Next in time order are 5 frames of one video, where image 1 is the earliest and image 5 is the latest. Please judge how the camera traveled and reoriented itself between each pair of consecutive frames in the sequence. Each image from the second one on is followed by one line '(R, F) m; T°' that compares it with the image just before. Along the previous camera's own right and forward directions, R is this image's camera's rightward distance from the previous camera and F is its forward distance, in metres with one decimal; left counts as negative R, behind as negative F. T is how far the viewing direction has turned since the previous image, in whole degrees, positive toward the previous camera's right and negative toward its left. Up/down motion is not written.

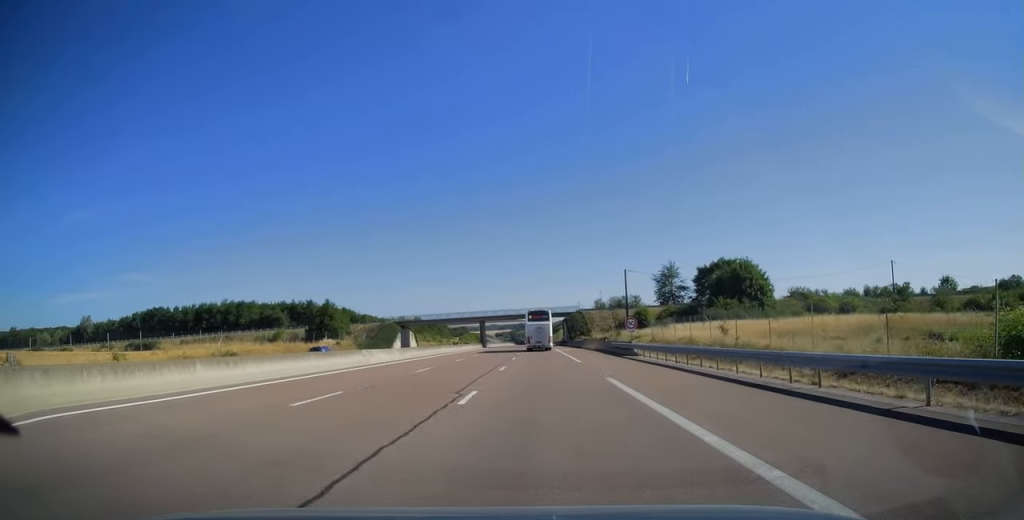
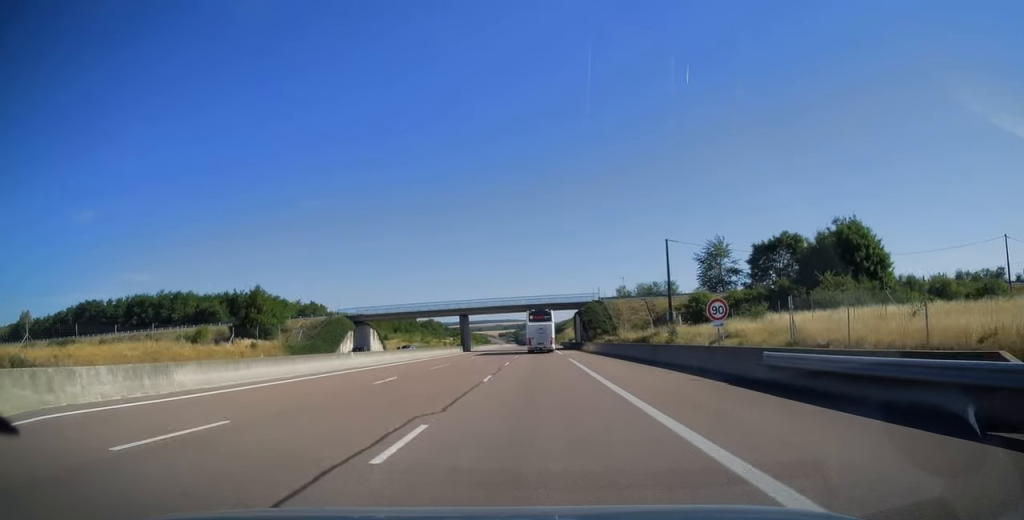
(-0.1, +31.5) m; 0°
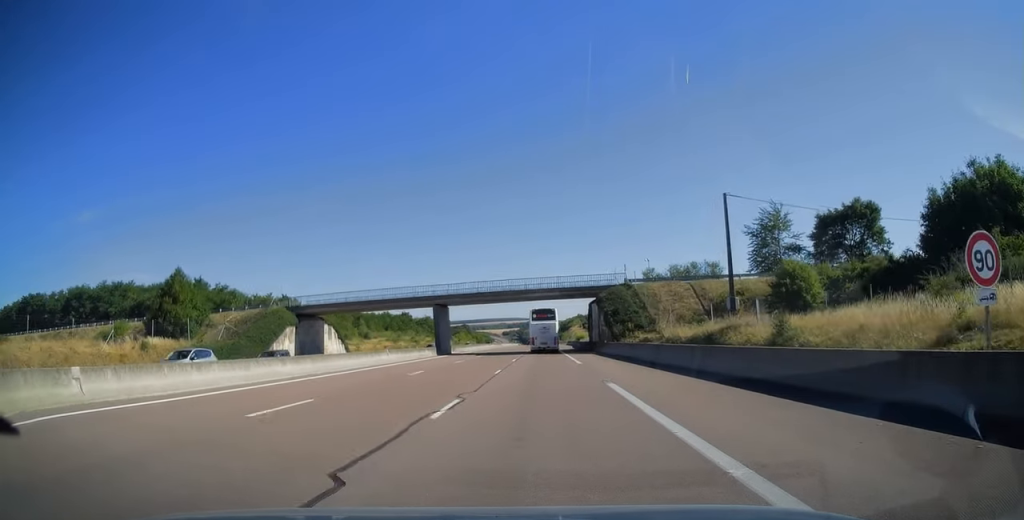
(-0.1, +21.9) m; 0°
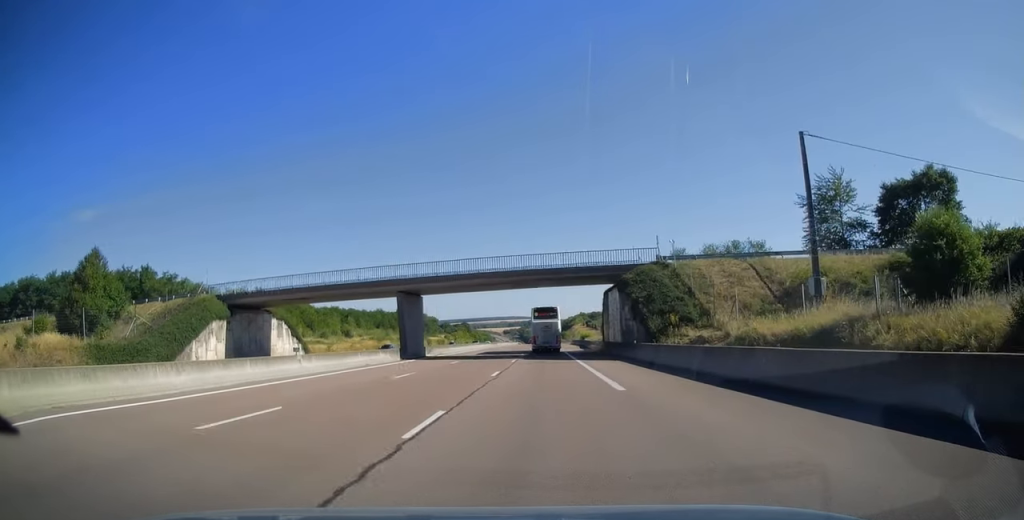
(0.0, +15.3) m; 0°
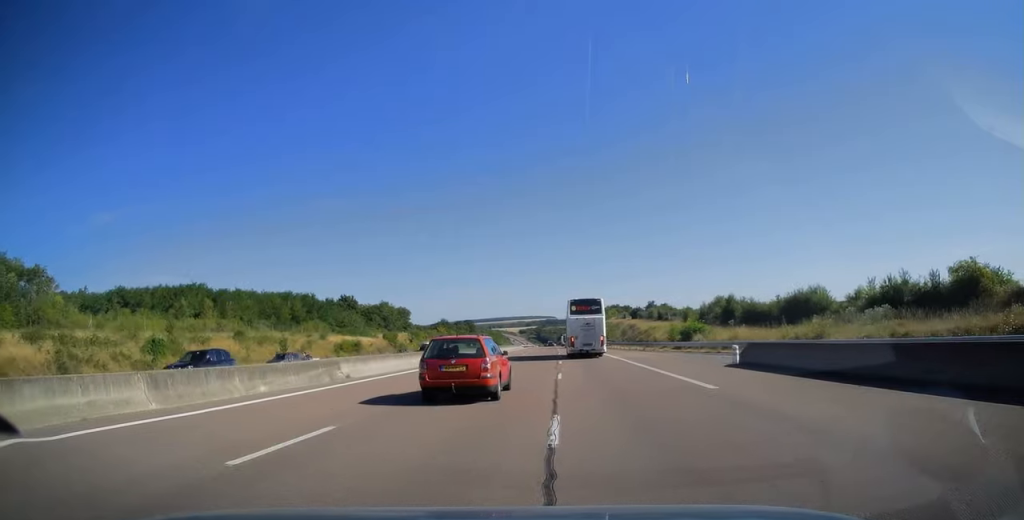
(-1.4, +104.5) m; -1°
